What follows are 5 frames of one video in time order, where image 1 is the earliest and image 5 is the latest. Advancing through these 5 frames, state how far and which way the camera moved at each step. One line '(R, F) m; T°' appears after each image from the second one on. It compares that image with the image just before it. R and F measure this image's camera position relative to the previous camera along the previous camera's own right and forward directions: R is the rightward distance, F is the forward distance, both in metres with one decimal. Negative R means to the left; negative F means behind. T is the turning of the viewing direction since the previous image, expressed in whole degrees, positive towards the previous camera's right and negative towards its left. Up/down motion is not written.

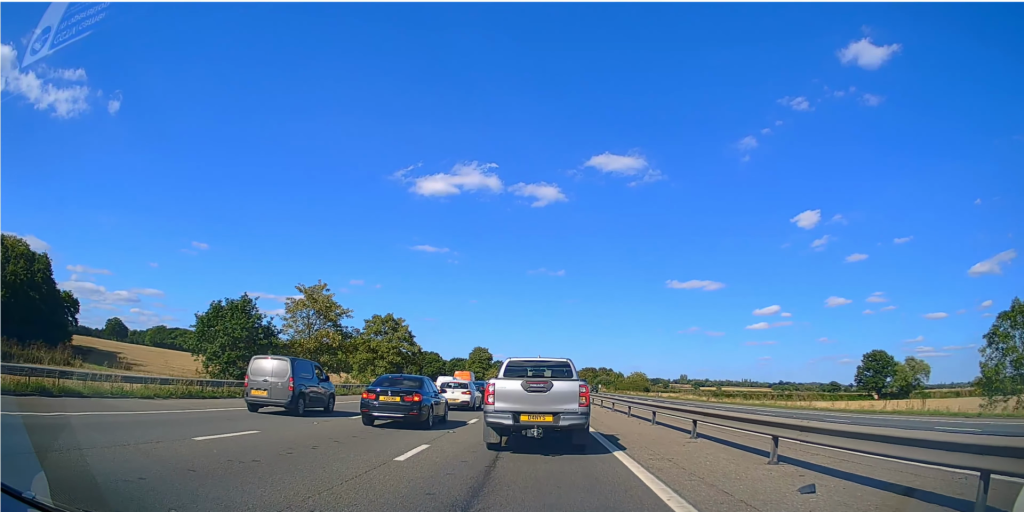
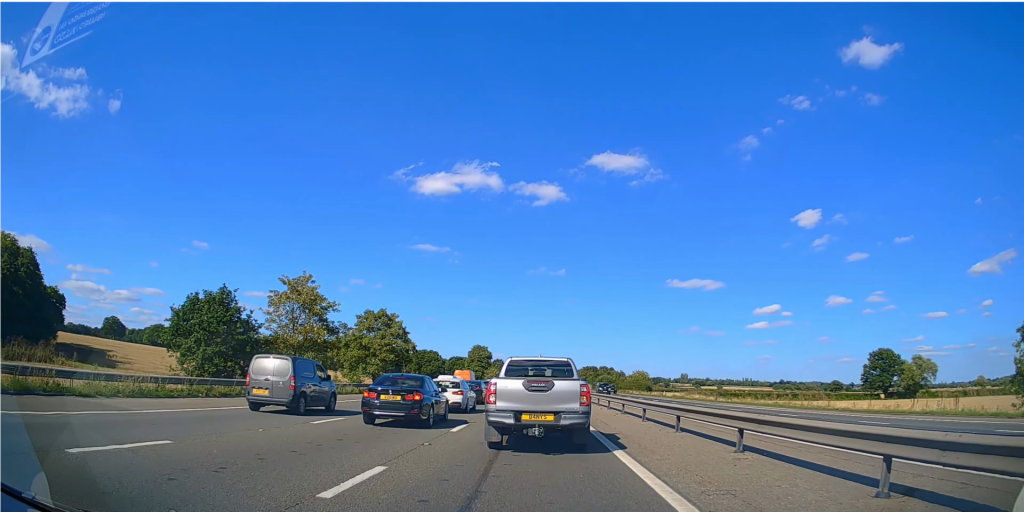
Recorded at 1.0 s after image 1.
(+0.1, +3.3) m; +2°
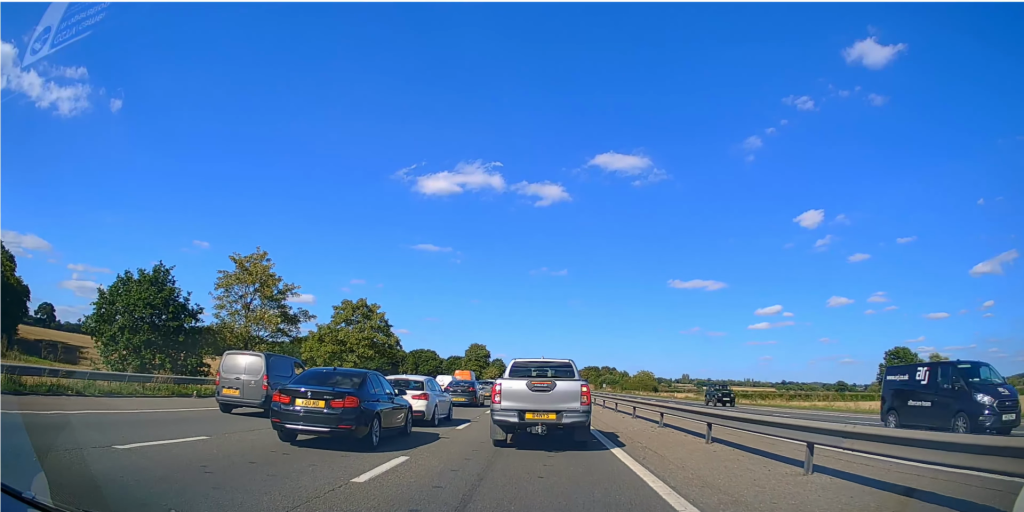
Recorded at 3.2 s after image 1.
(-0.3, +7.9) m; -3°
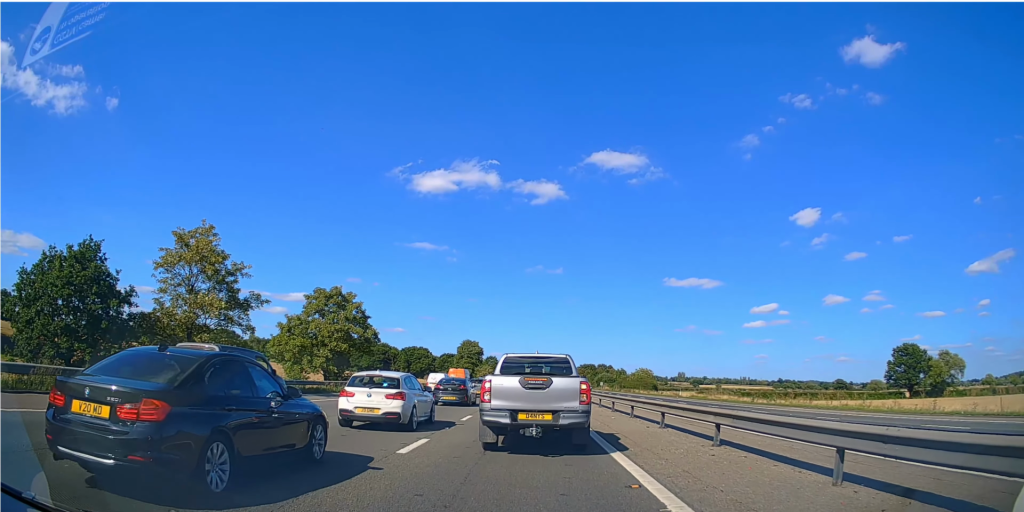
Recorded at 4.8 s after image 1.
(+0.1, +5.8) m; 0°
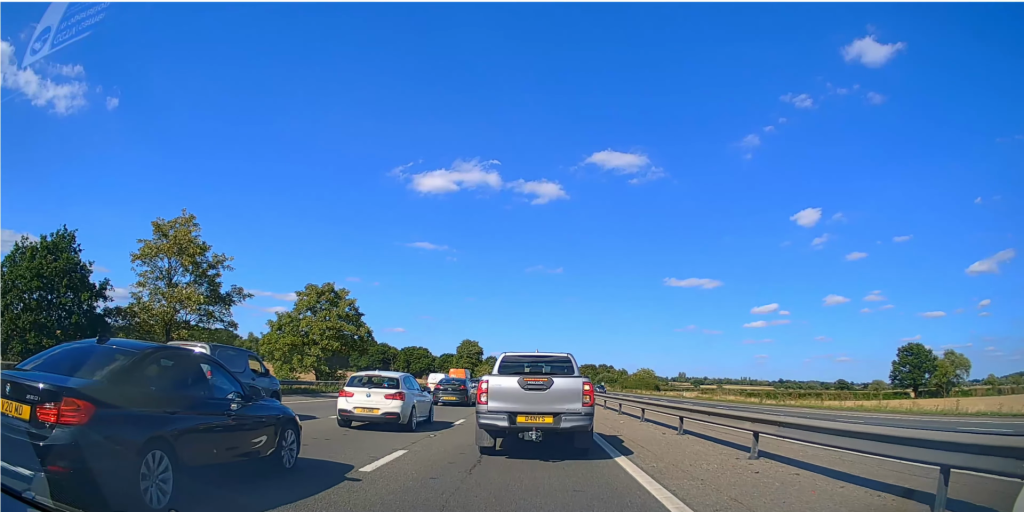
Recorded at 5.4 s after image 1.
(0.0, +2.2) m; 0°
